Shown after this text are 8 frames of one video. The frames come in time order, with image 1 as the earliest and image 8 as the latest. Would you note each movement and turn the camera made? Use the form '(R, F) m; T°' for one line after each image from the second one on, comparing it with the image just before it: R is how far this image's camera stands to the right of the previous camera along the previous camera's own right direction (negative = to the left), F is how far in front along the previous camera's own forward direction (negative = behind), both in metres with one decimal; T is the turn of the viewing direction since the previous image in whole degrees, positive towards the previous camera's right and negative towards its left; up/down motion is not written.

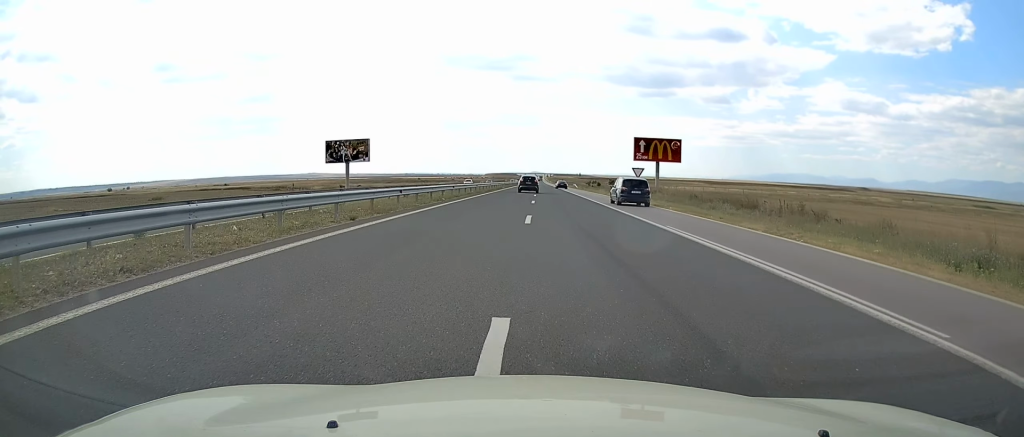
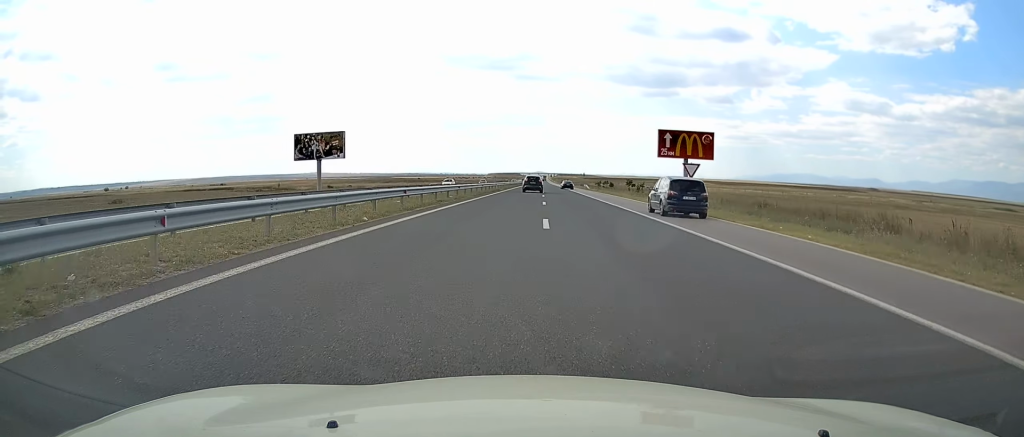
(0.0, +17.5) m; 0°
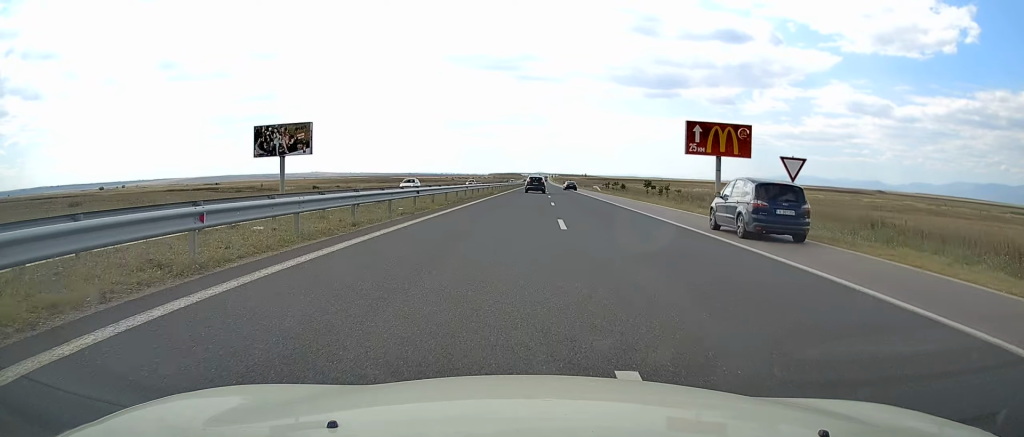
(-0.1, +15.5) m; 0°
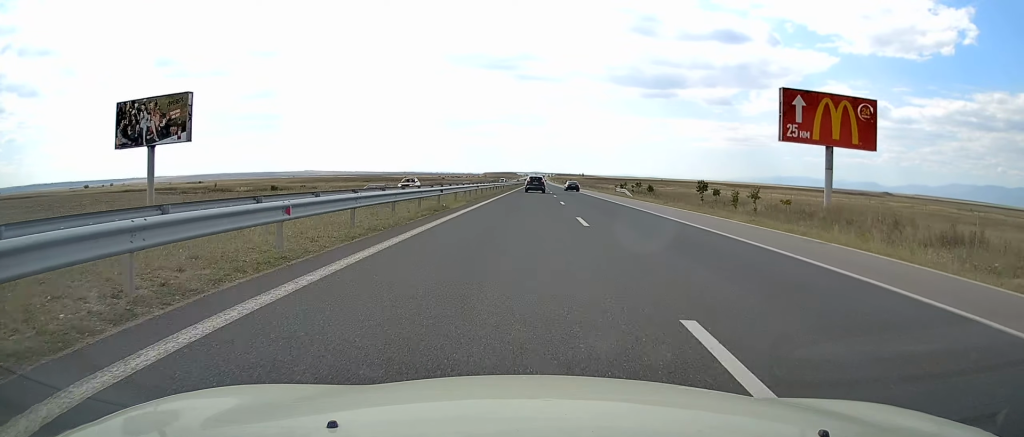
(-0.2, +30.1) m; 0°
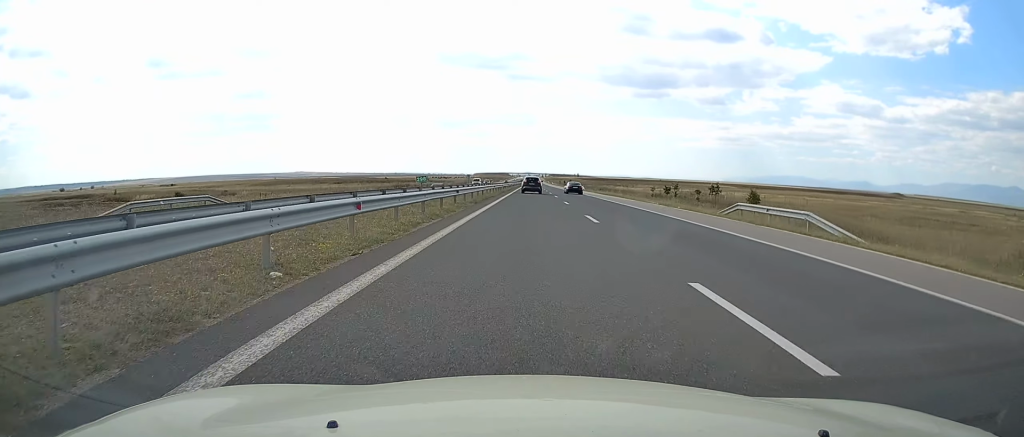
(+0.4, +45.4) m; +1°
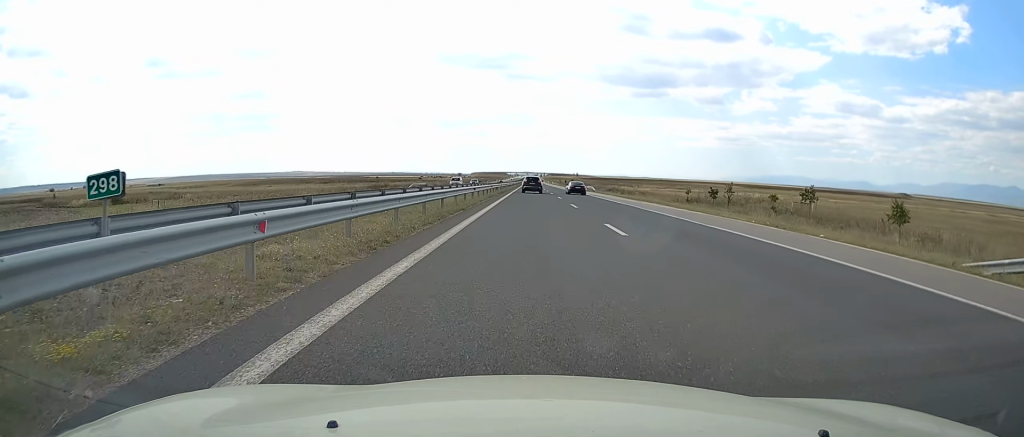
(+0.1, +20.6) m; 0°
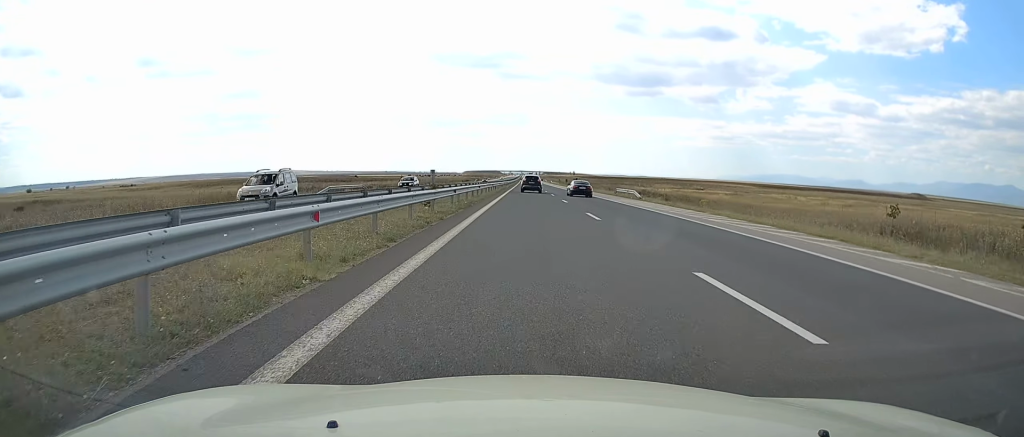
(-0.1, +41.8) m; 0°
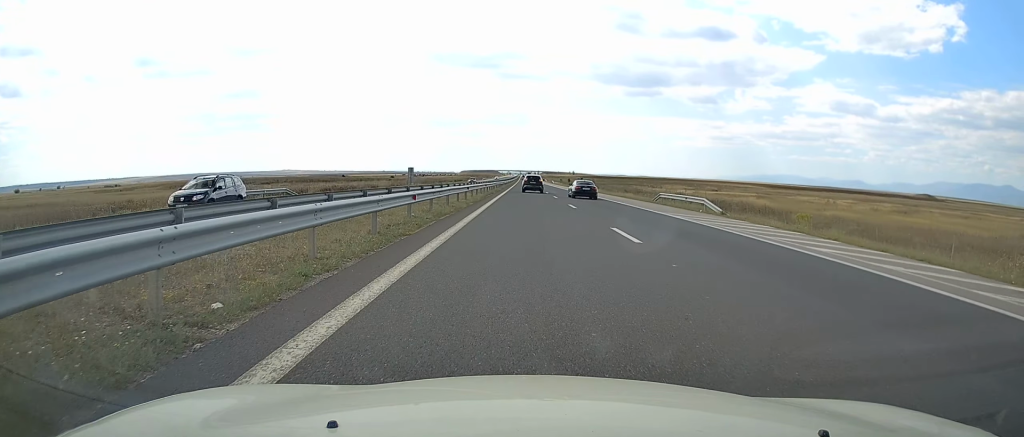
(+0.2, +23.4) m; 0°
